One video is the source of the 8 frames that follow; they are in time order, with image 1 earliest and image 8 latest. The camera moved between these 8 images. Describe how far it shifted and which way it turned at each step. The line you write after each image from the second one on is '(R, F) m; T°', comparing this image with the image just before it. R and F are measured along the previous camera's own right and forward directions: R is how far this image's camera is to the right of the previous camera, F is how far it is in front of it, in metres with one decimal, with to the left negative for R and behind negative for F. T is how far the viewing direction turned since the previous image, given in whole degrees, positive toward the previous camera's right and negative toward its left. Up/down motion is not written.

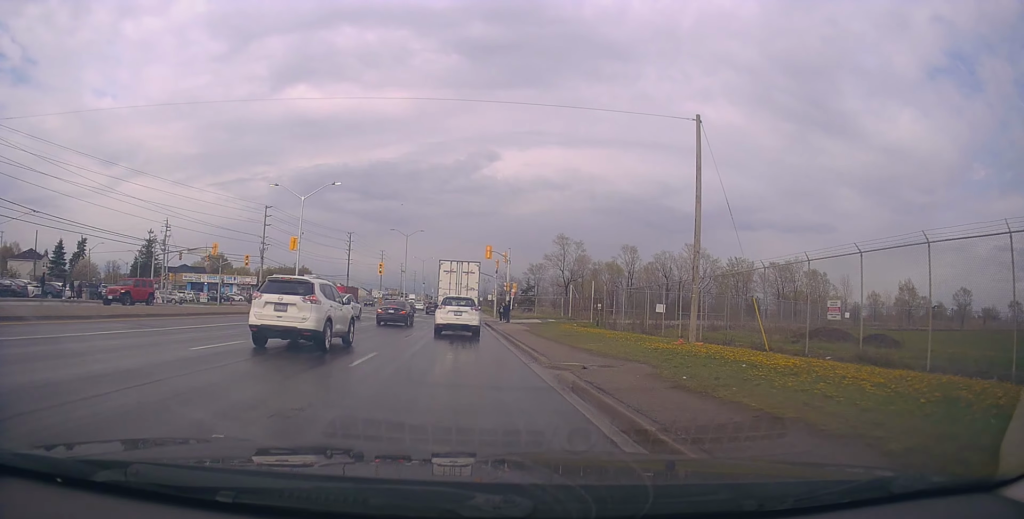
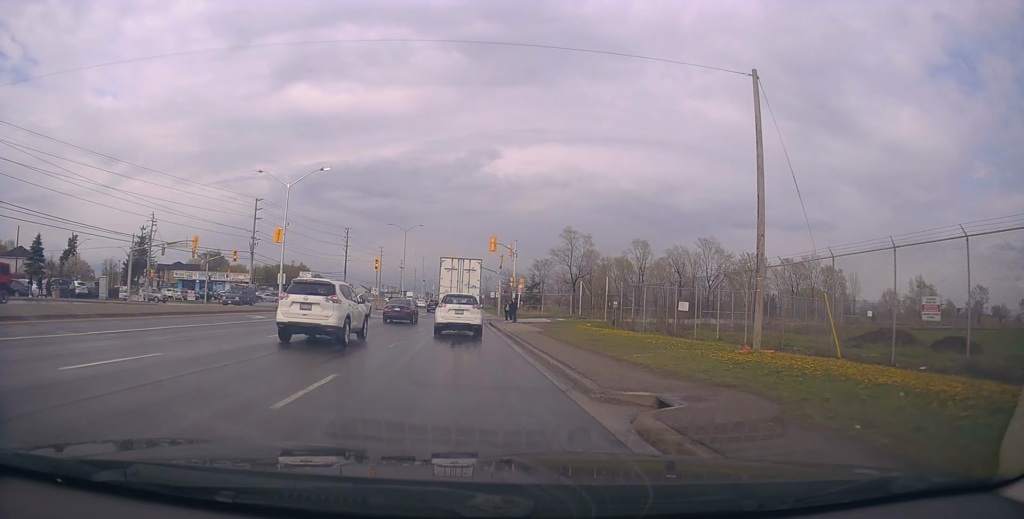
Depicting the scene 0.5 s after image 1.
(-0.1, +4.2) m; 0°
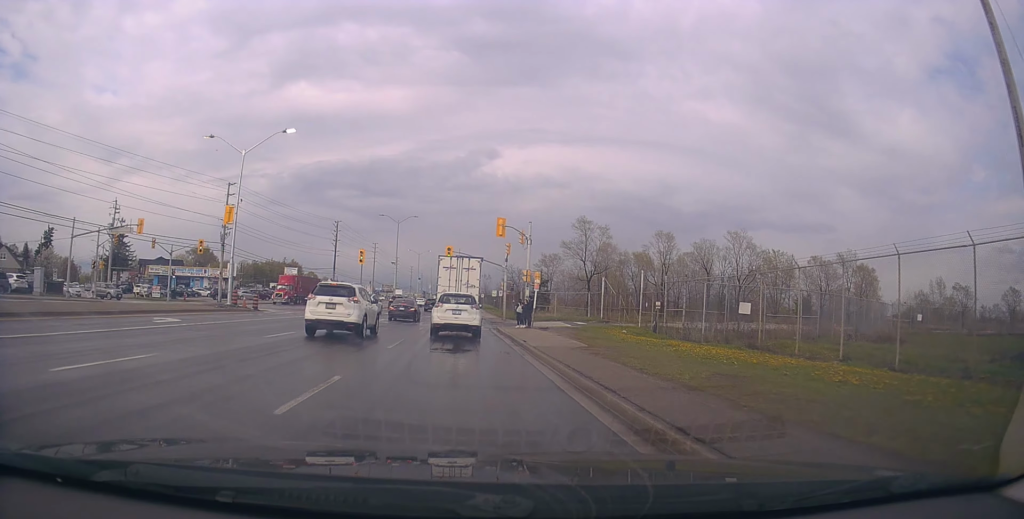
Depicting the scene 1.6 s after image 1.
(+0.1, +9.8) m; 0°
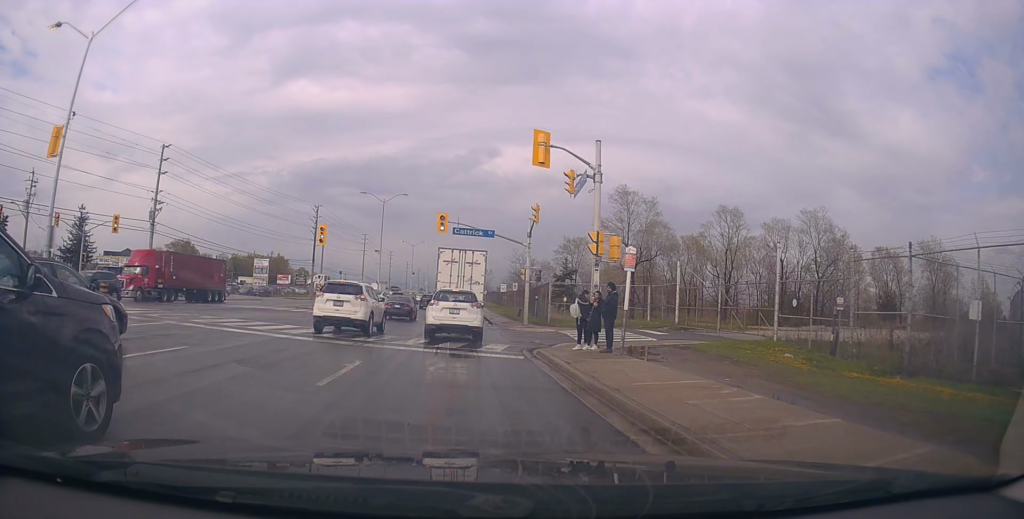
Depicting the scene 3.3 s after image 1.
(+0.1, +16.4) m; +2°
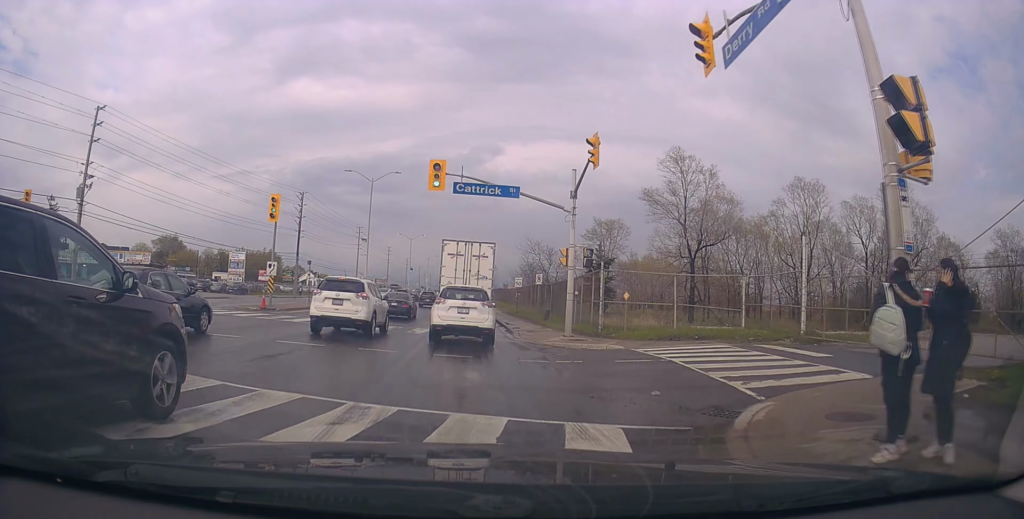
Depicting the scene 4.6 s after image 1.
(-0.2, +12.1) m; -3°
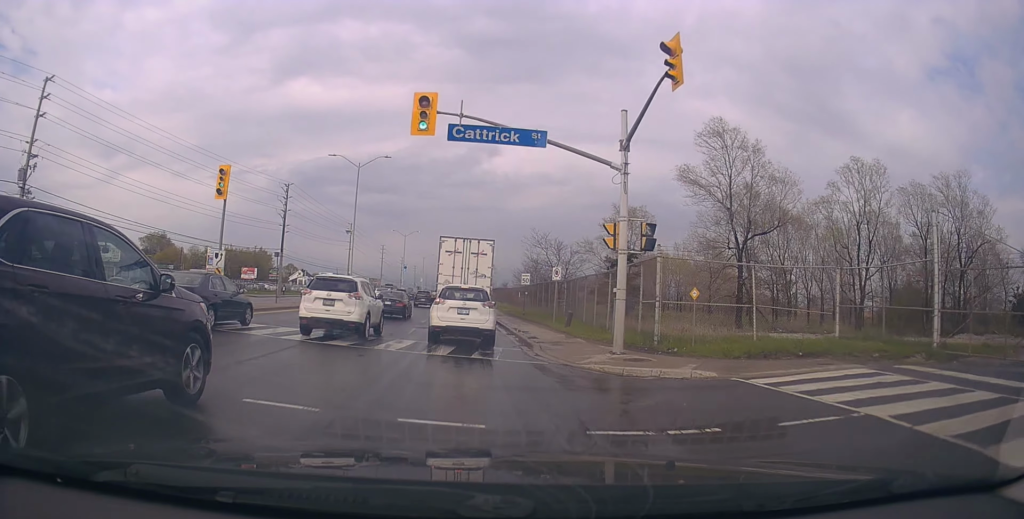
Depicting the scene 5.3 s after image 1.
(-0.5, +7.0) m; +2°
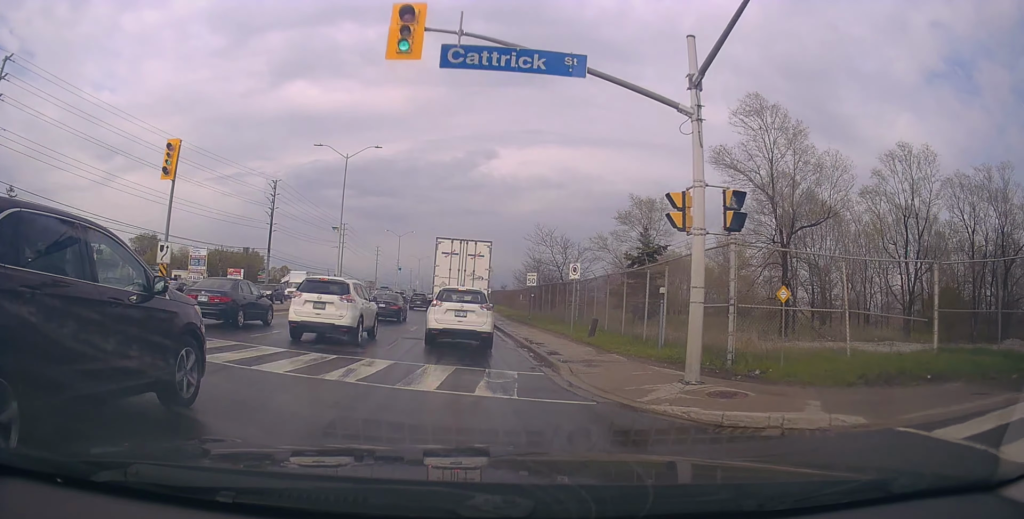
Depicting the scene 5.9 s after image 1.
(+0.5, +4.9) m; +1°
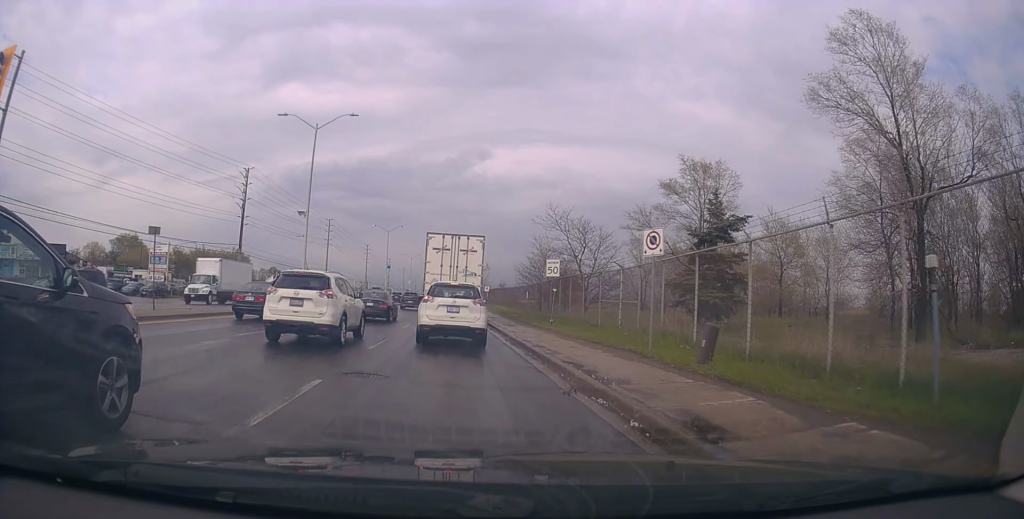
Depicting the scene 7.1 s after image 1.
(0.0, +9.4) m; -2°
